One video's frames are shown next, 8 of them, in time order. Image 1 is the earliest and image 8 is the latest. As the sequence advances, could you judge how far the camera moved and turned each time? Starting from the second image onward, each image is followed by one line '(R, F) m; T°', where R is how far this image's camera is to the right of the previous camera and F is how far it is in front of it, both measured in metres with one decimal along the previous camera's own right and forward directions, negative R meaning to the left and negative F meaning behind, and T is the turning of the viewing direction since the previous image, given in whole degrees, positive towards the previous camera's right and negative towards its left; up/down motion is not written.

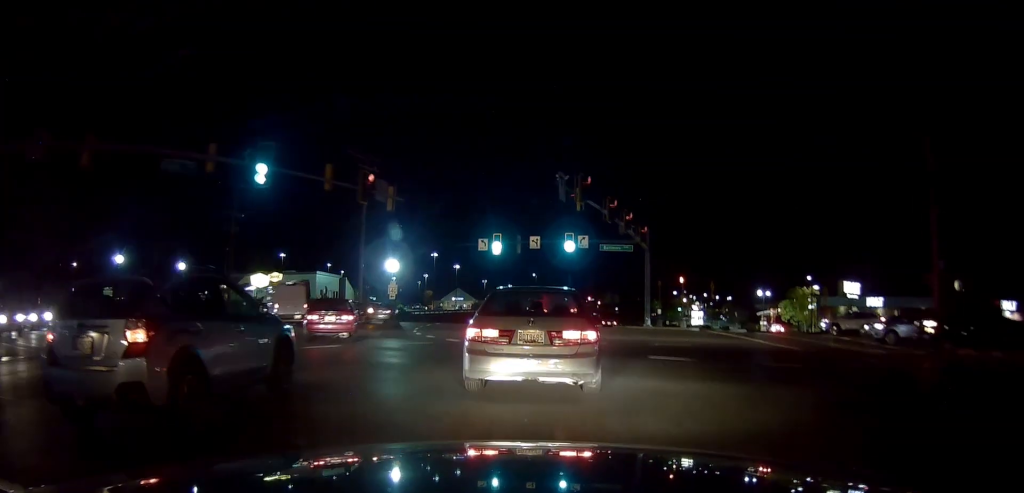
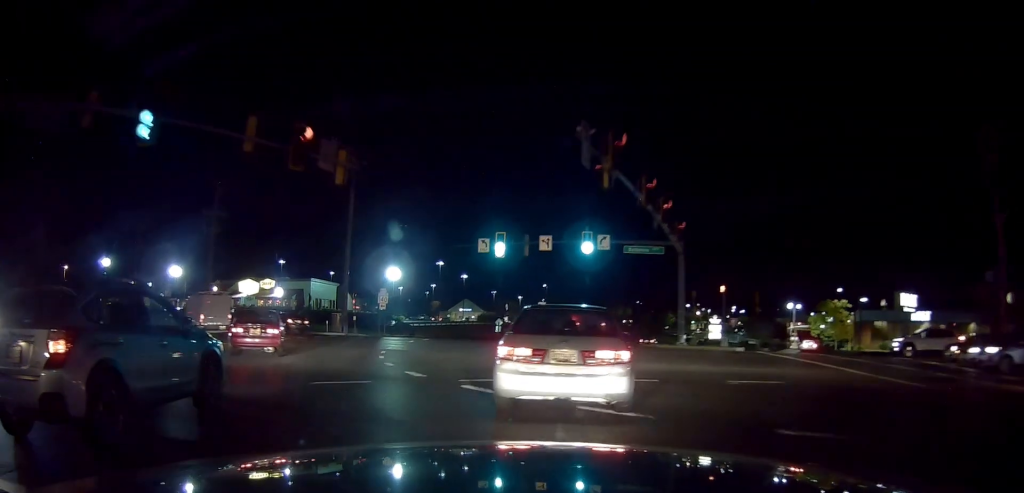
(-0.1, +7.4) m; -2°
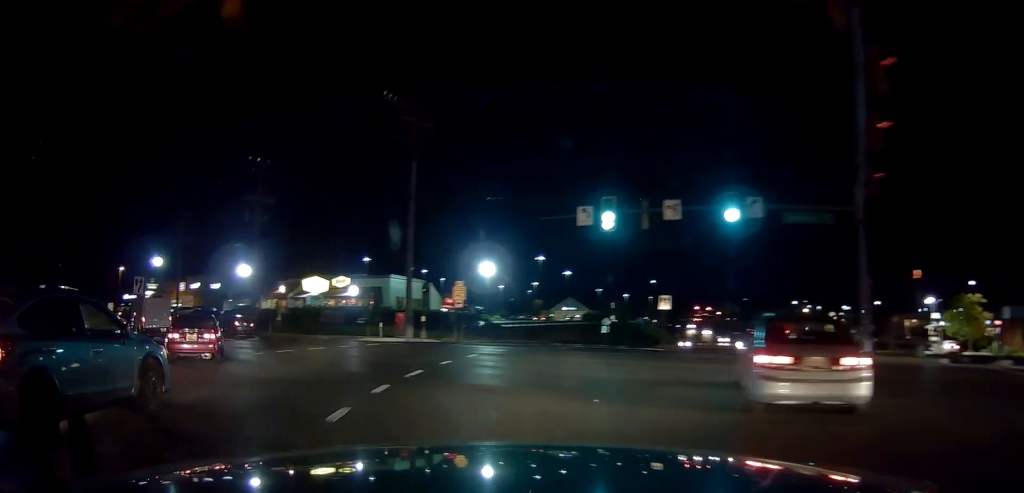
(-0.3, +11.2) m; -4°
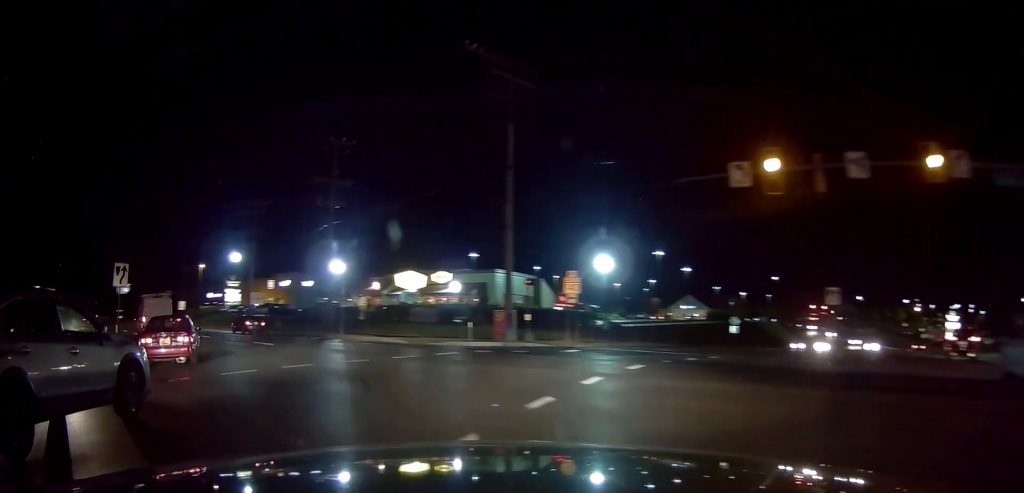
(-0.3, +7.7) m; -8°
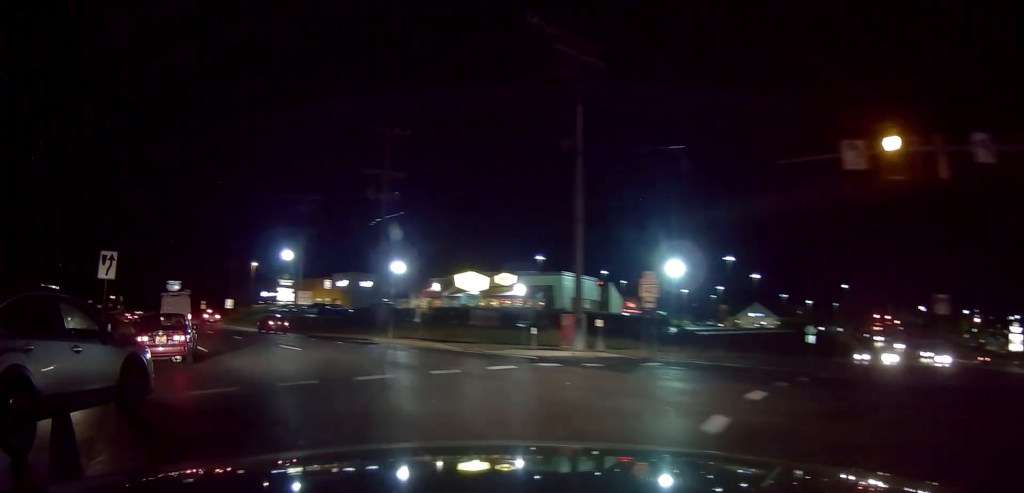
(+0.2, +3.7) m; -5°
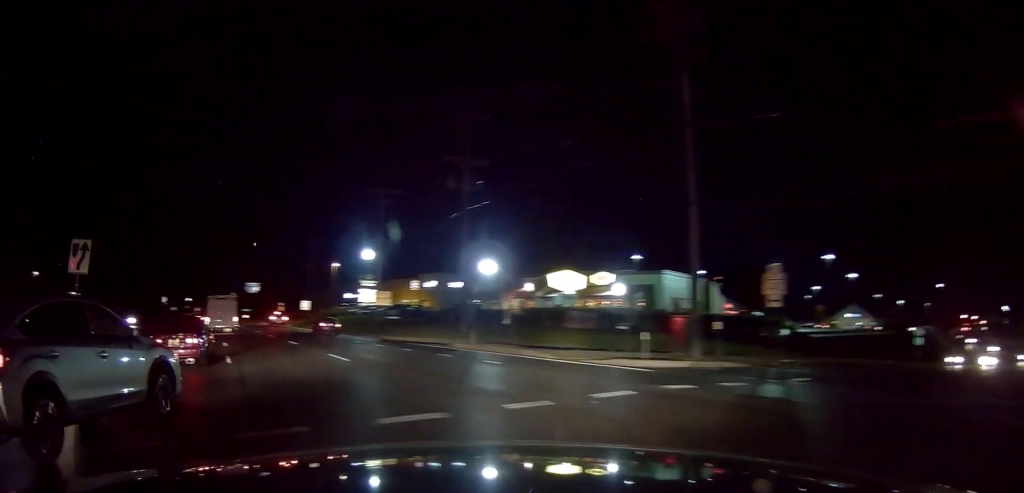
(-0.6, +4.7) m; -8°
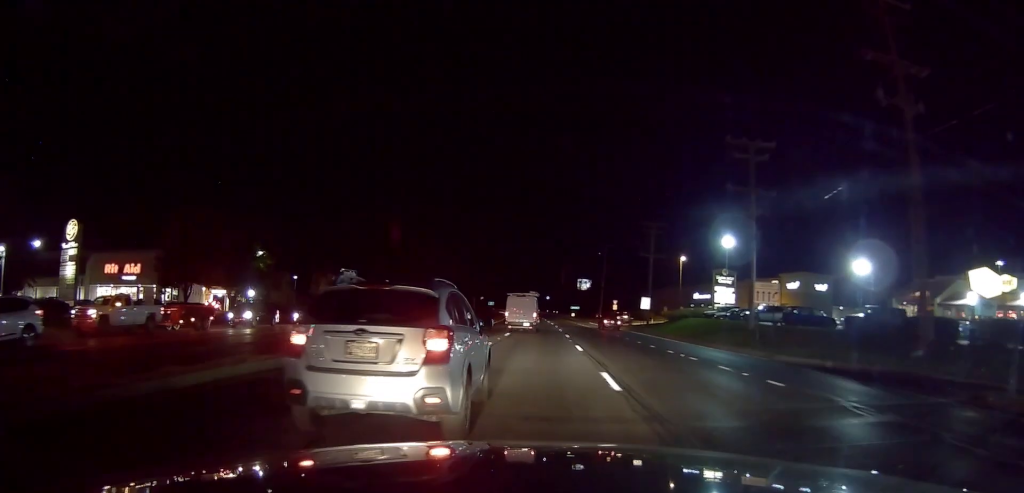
(-6.4, +18.5) m; -34°
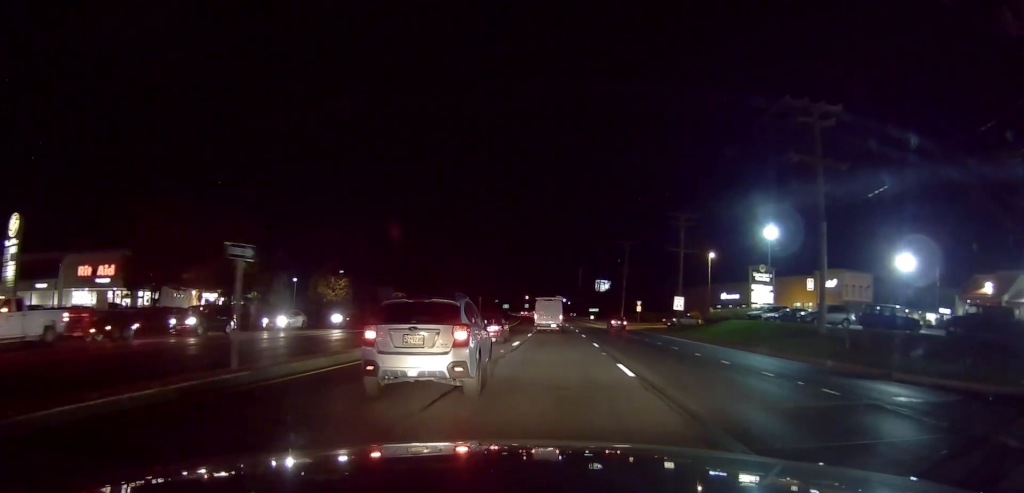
(-0.7, +10.2) m; -8°
